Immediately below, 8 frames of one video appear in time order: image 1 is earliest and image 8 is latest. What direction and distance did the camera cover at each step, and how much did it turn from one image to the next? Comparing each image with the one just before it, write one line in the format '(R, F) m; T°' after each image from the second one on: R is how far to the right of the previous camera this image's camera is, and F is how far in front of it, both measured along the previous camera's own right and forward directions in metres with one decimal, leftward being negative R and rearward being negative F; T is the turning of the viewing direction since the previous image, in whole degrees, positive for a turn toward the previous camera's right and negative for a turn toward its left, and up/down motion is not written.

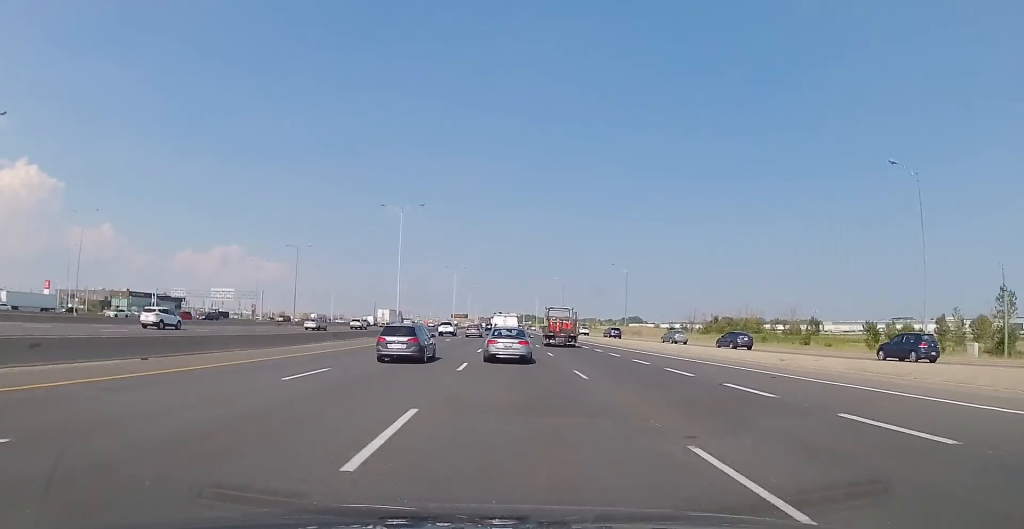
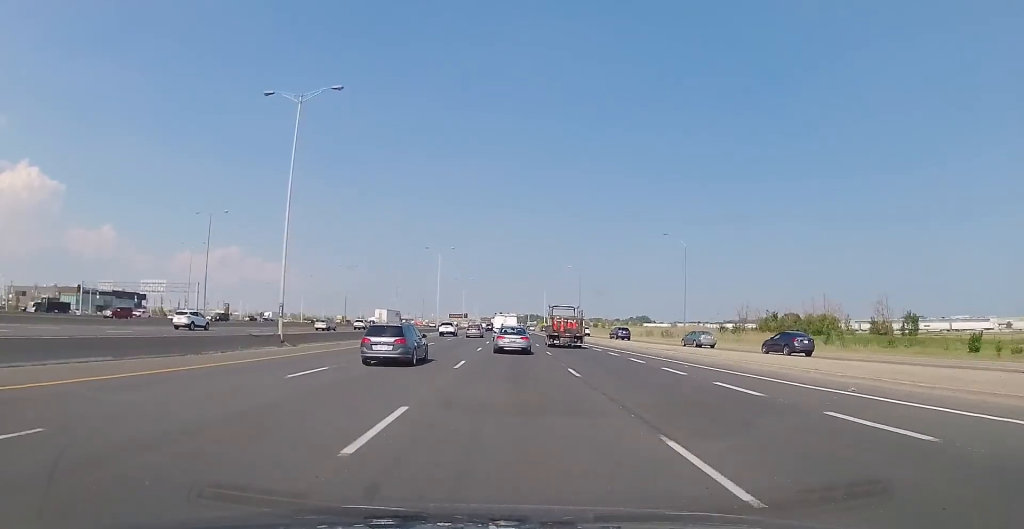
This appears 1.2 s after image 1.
(+0.1, +35.8) m; 0°
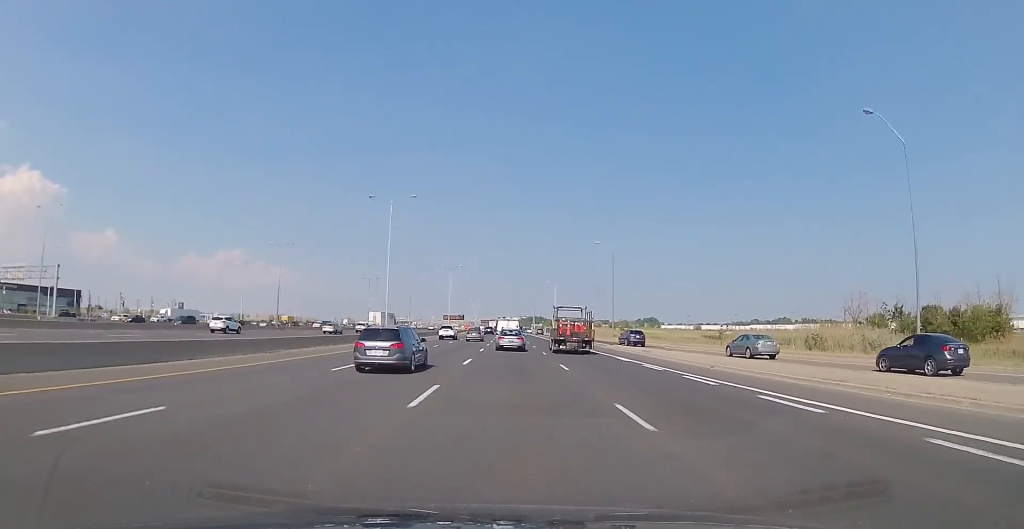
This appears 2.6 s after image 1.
(-0.1, +44.8) m; 0°
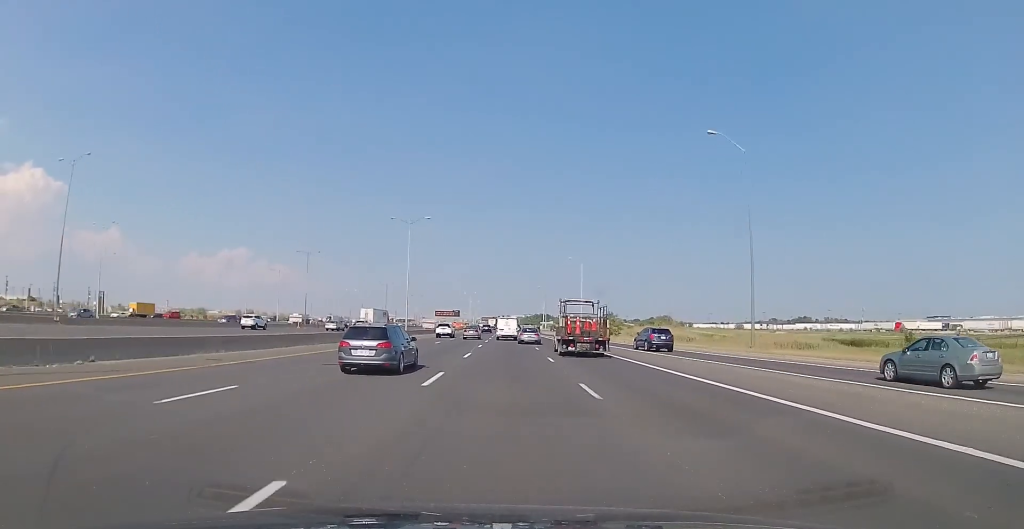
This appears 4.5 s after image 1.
(-0.8, +57.1) m; -1°
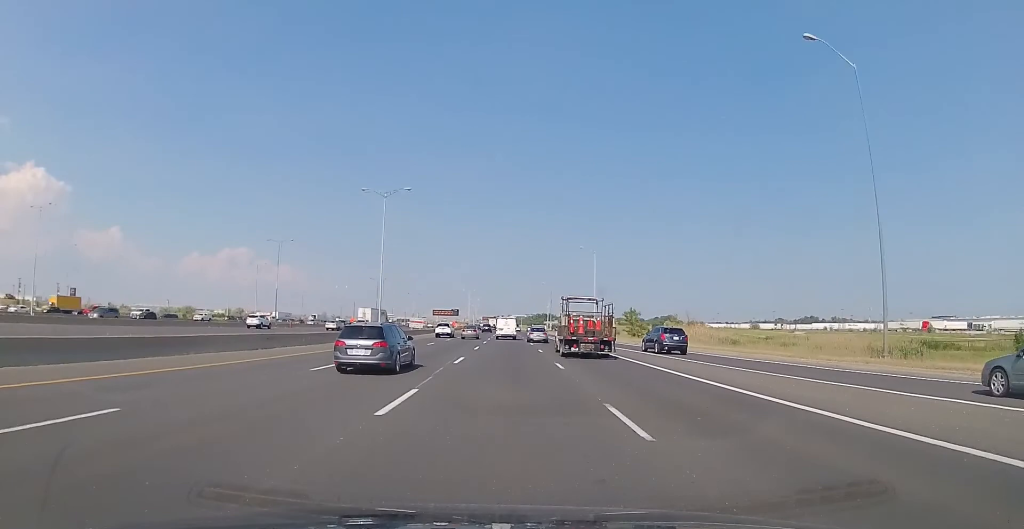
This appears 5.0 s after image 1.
(+0.2, +16.3) m; 0°
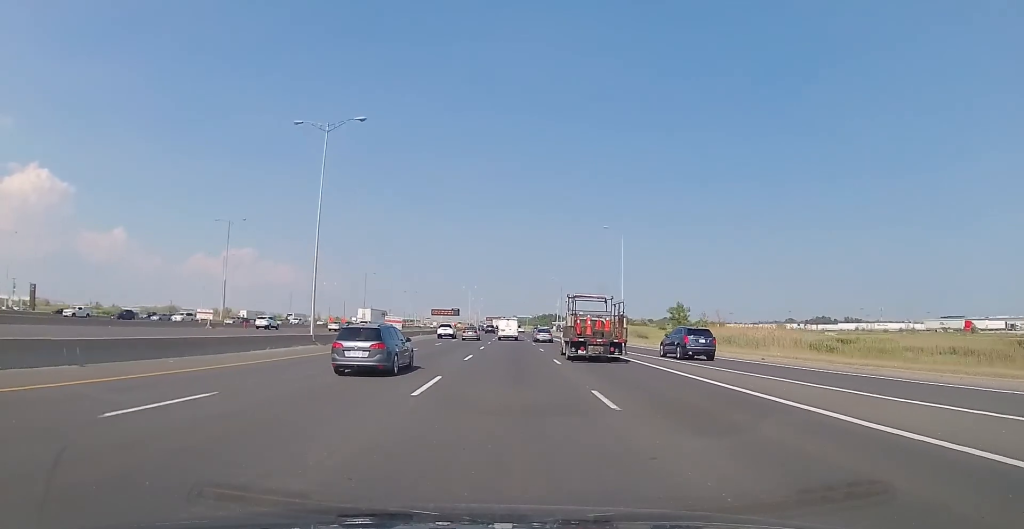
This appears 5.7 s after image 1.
(+0.1, +21.5) m; 0°
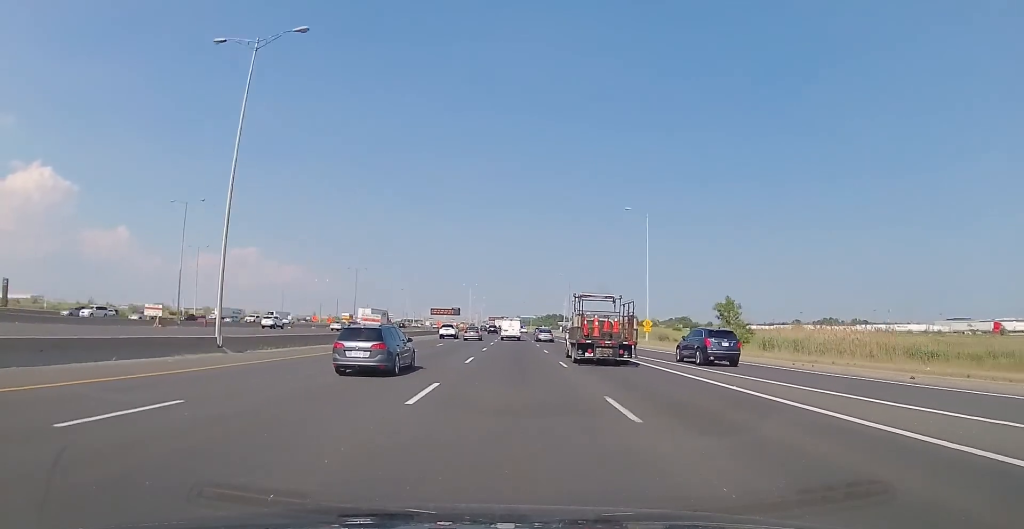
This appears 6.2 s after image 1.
(-0.1, +13.4) m; 0°
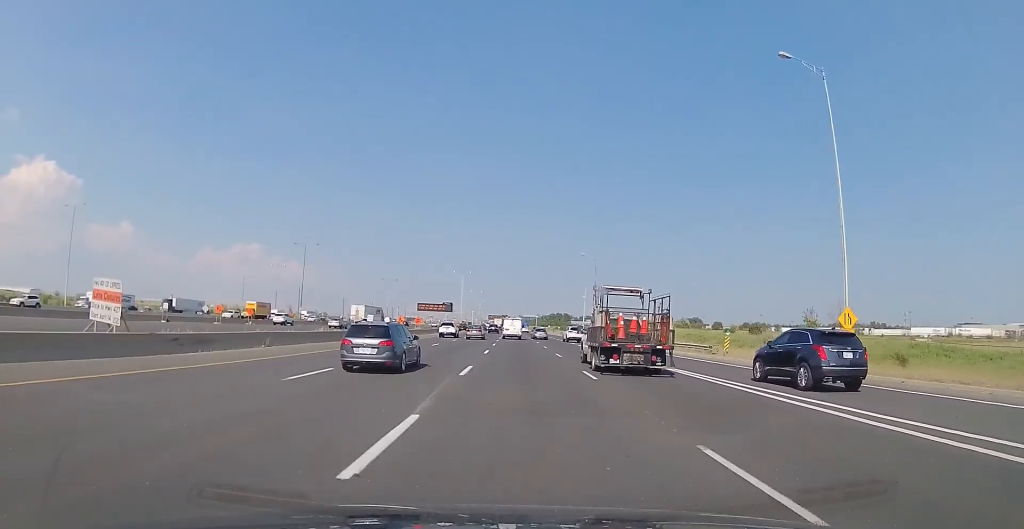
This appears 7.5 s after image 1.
(-0.3, +41.2) m; -1°
